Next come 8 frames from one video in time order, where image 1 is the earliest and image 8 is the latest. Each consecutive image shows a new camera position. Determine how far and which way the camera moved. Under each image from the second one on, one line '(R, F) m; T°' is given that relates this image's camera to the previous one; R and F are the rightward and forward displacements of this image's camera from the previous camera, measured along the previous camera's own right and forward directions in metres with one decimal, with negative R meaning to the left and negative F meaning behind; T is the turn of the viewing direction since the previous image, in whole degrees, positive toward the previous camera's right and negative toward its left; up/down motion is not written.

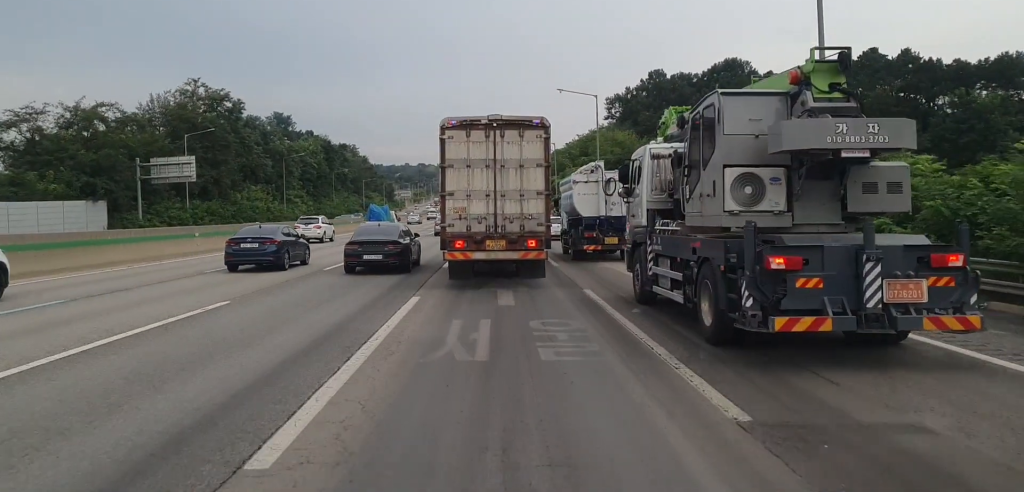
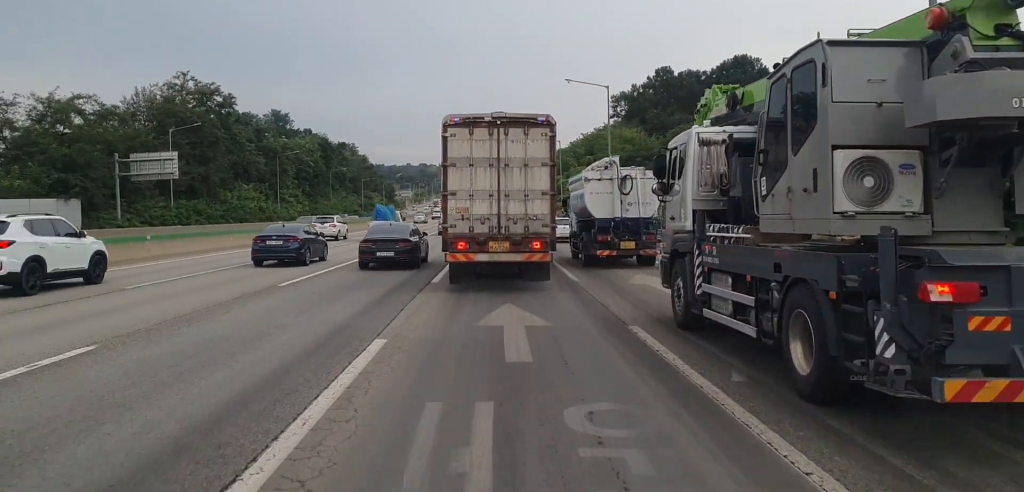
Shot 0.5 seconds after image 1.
(+0.2, +5.5) m; 0°
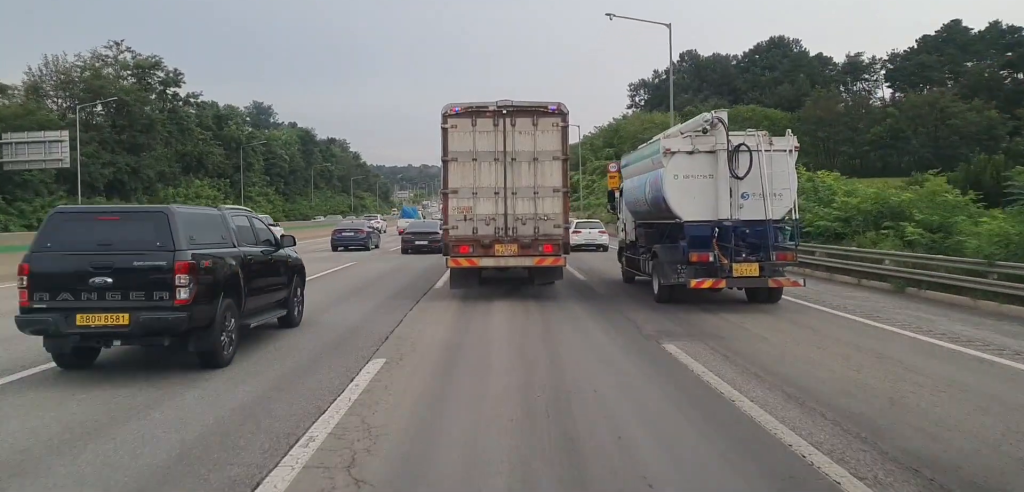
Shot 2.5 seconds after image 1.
(-0.2, +21.4) m; -1°
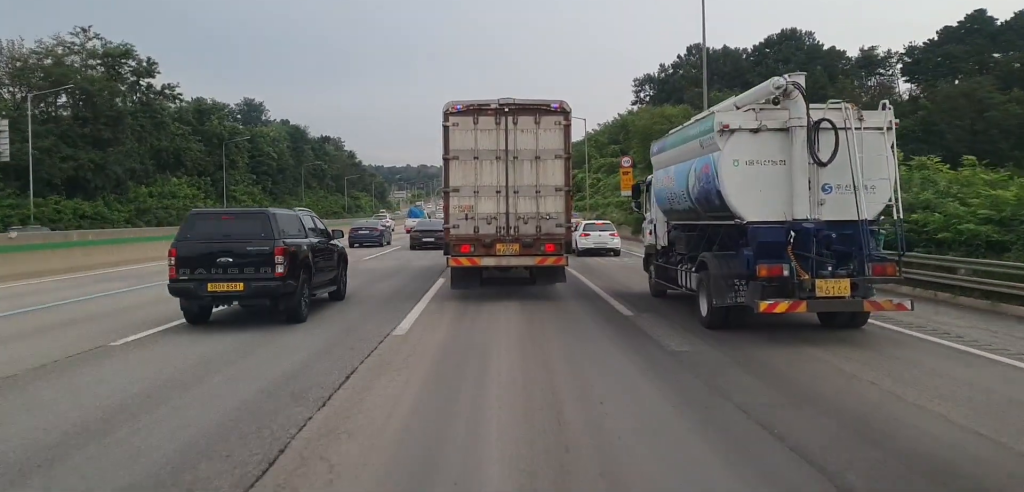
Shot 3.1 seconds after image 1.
(-0.2, +7.1) m; 0°
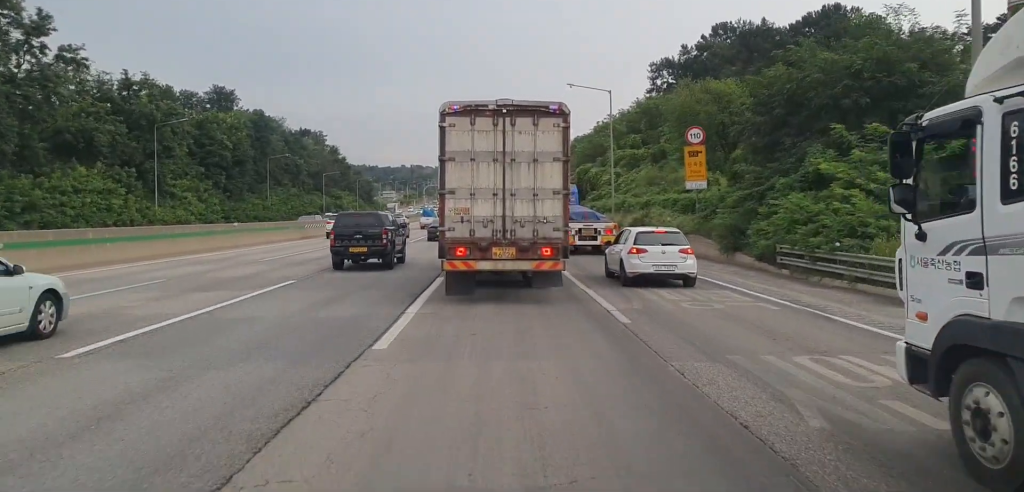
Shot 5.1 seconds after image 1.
(+0.3, +21.0) m; +1°
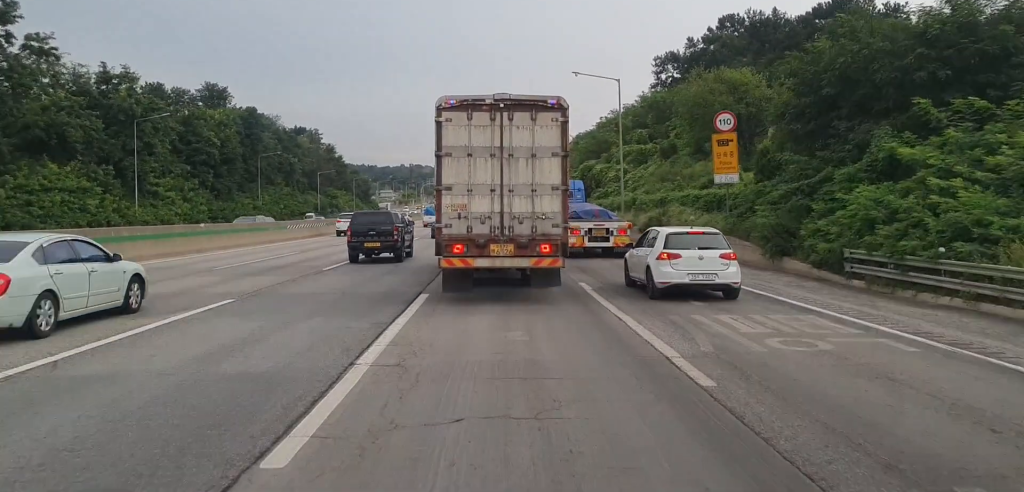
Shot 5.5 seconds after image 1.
(-0.2, +4.9) m; 0°
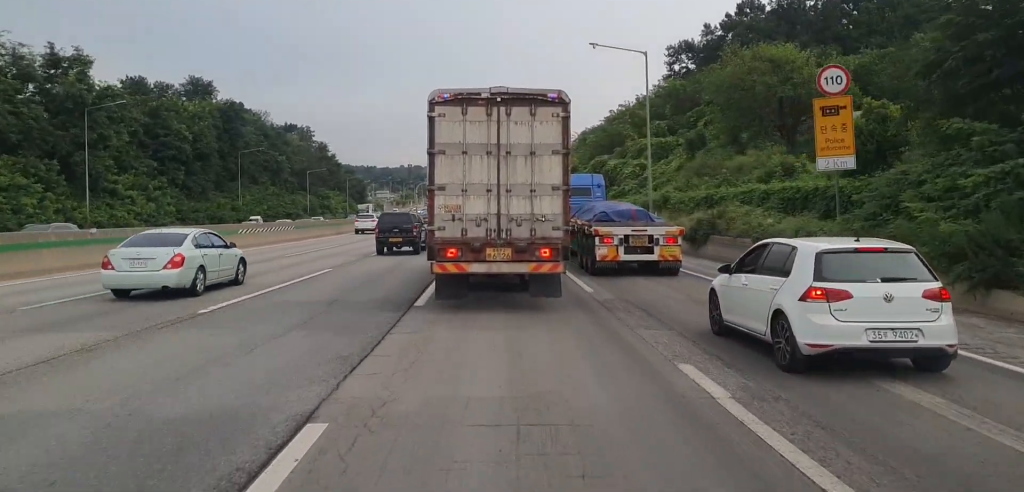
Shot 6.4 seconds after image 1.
(+0.4, +10.3) m; 0°
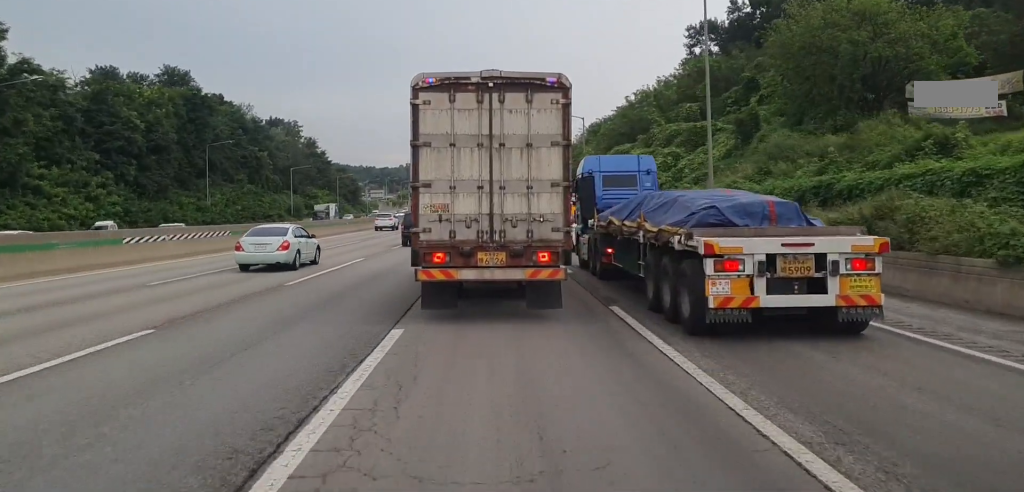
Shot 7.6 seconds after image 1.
(-0.4, +13.4) m; -2°
